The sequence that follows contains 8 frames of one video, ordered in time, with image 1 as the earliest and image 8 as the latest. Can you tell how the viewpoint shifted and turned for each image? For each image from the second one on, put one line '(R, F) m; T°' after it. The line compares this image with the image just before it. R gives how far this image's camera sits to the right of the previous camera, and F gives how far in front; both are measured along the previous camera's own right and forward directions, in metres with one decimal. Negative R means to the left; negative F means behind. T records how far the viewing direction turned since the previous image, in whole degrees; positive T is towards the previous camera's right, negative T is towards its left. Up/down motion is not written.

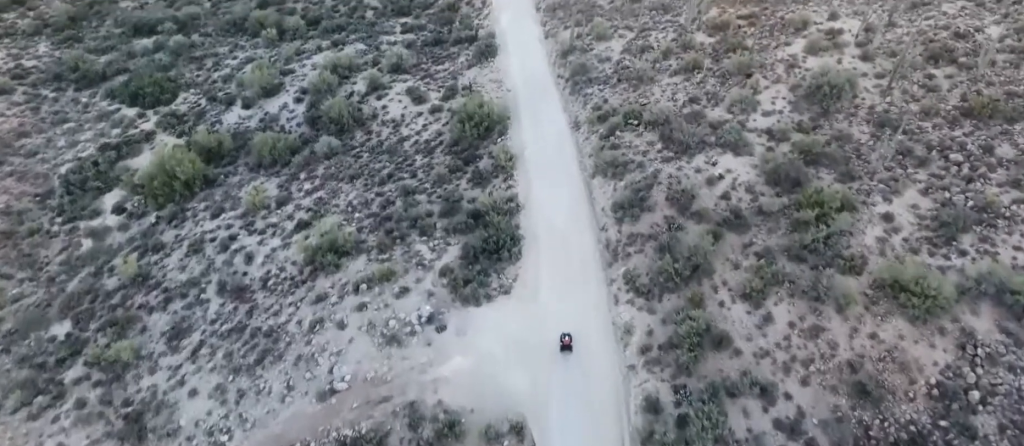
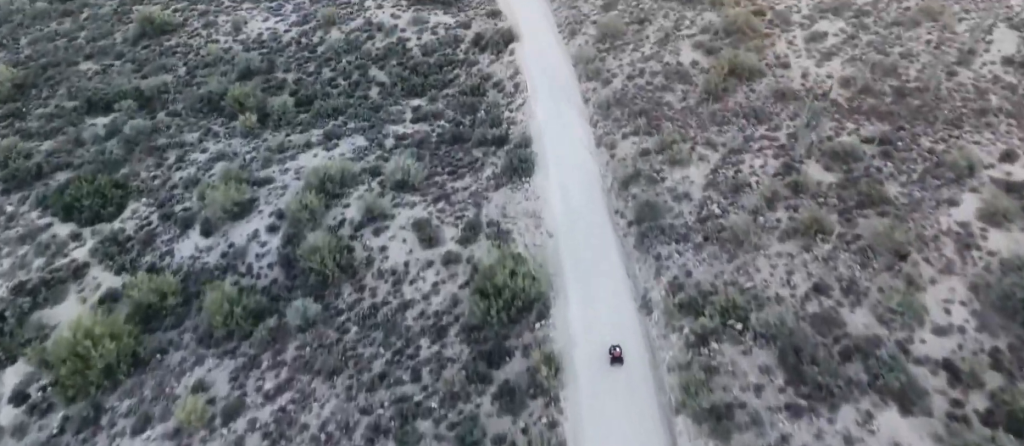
(-1.5, +33.4) m; -6°
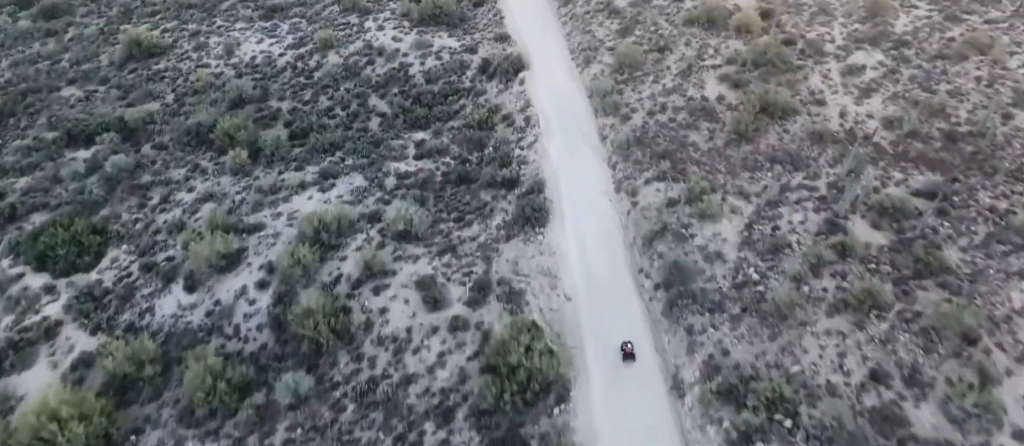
(-0.2, +10.2) m; +1°
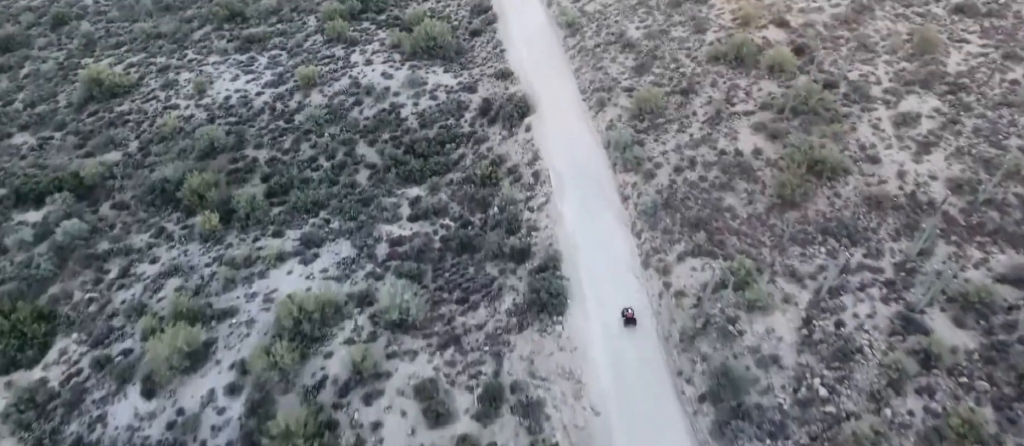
(+0.3, +16.5) m; +2°
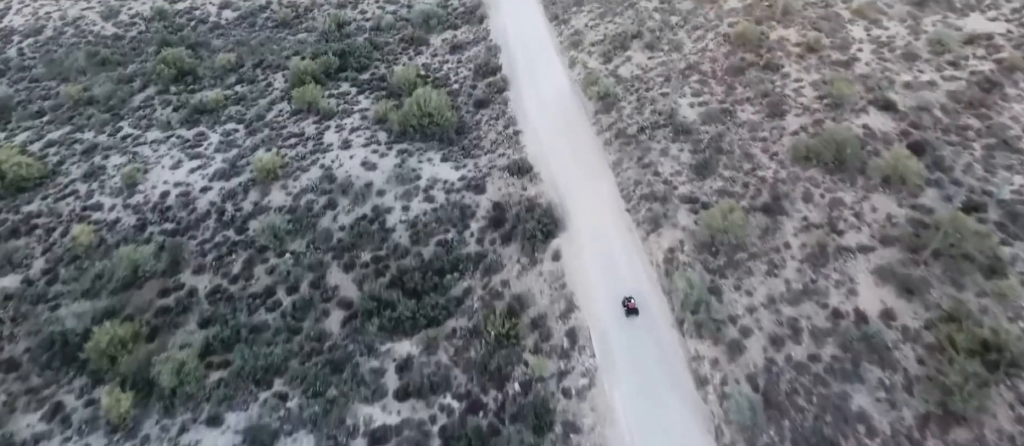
(+0.5, +29.8) m; +1°
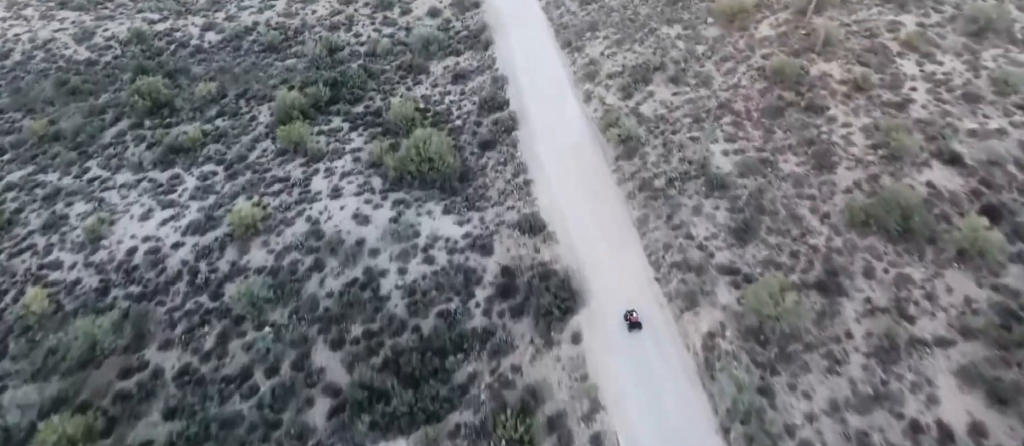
(0.0, +10.1) m; +1°
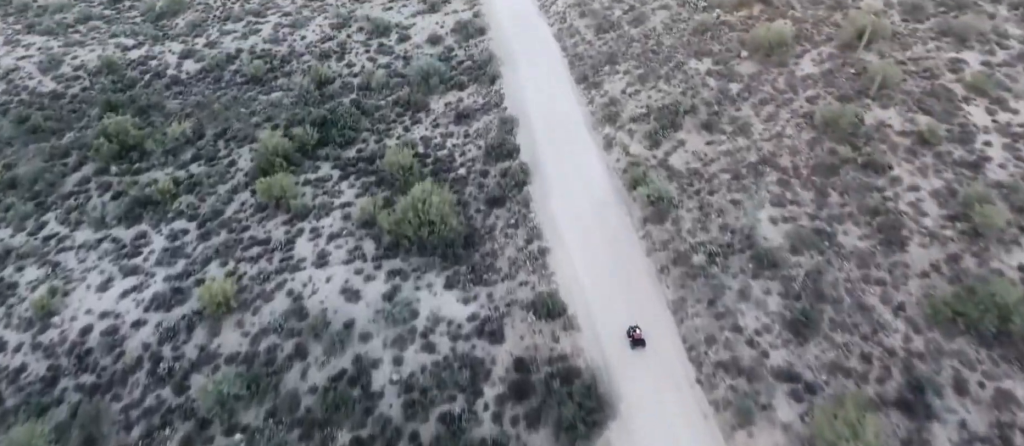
(+0.1, +10.7) m; +3°
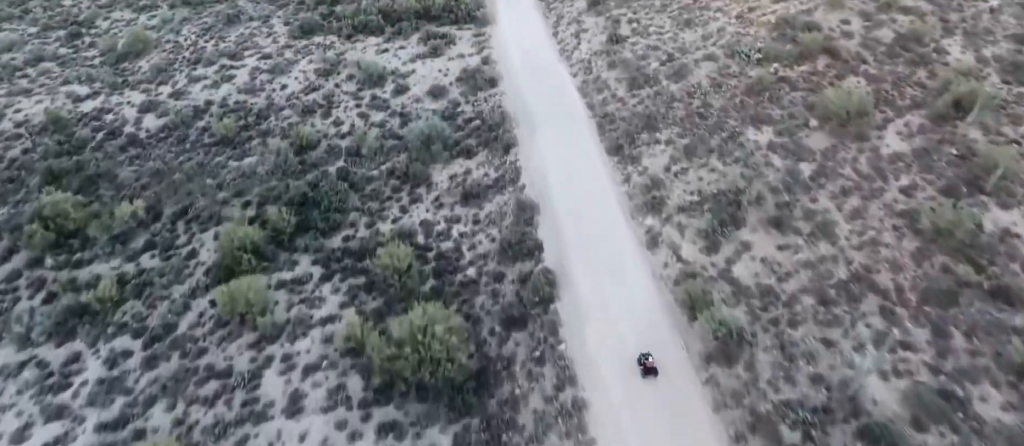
(+0.7, +12.8) m; +2°
